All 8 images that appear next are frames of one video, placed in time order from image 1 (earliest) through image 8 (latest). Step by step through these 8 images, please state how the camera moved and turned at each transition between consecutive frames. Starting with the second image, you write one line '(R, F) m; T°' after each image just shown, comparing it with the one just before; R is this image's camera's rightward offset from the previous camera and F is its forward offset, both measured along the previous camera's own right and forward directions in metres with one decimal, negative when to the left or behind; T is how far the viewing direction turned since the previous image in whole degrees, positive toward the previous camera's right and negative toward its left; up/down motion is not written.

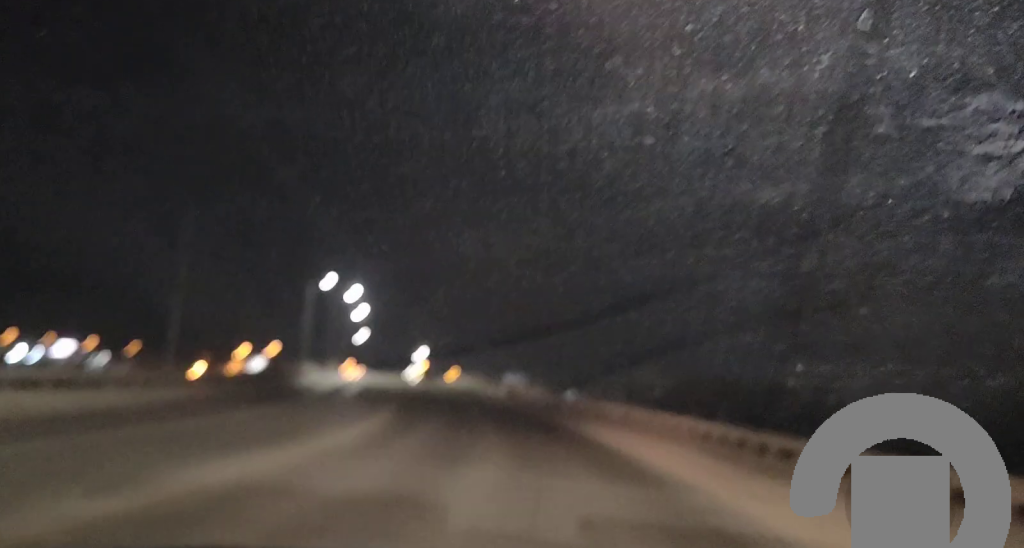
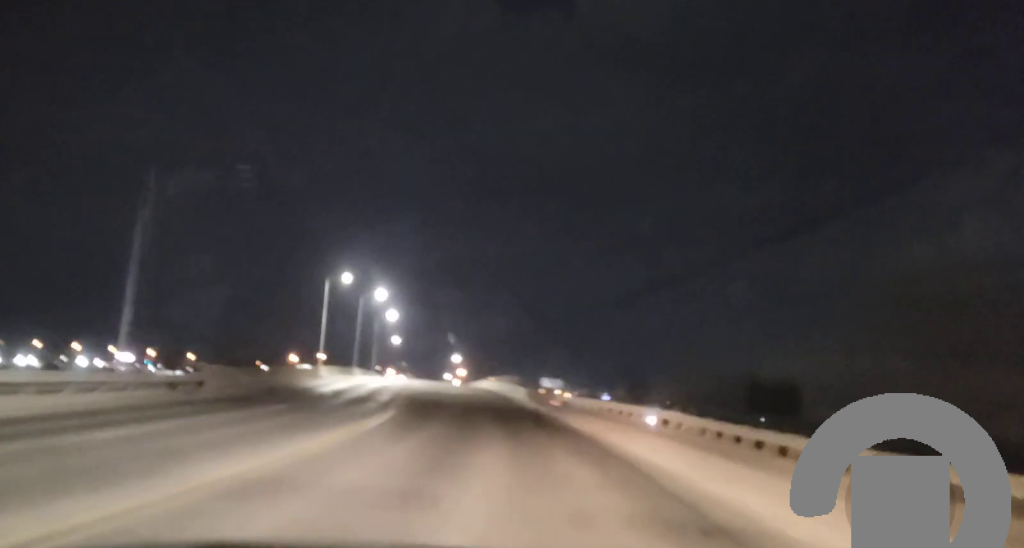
(-0.3, +10.0) m; -3°
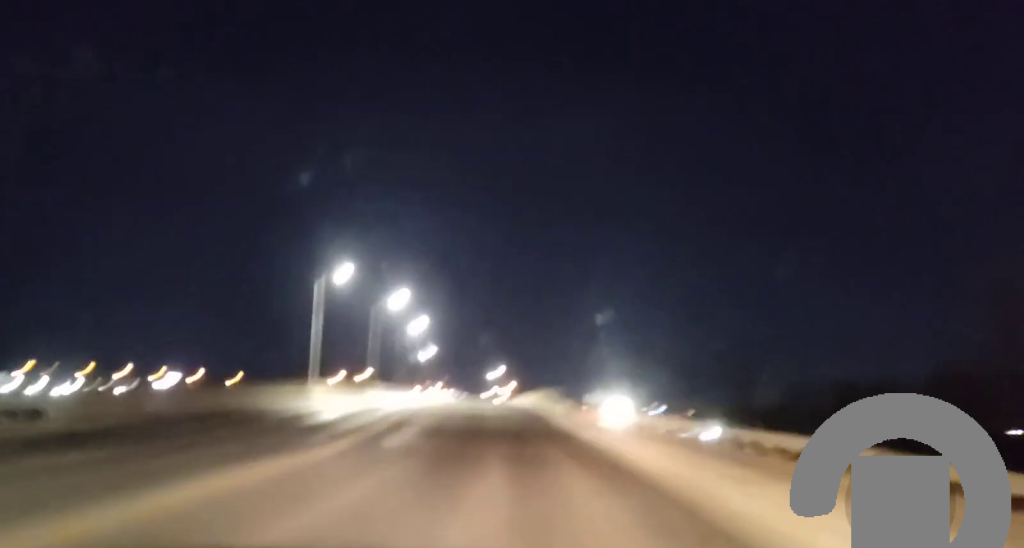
(-0.5, +13.9) m; -4°
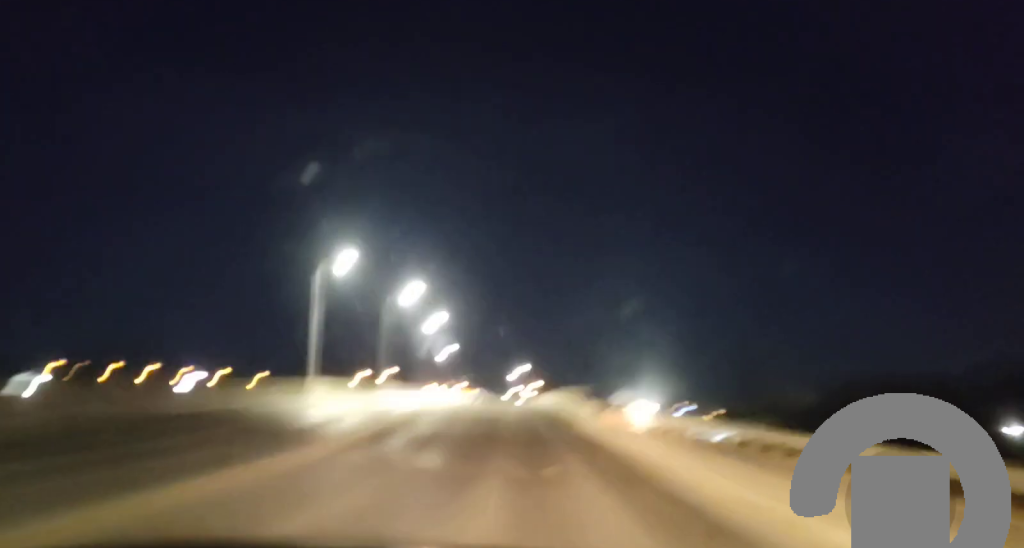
(0.0, +6.2) m; -2°
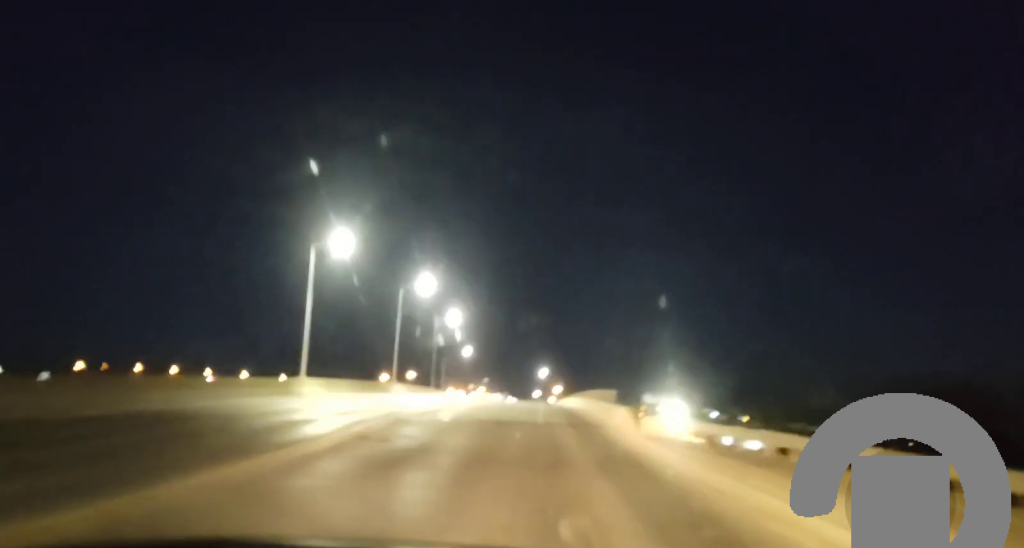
(-0.2, +6.3) m; -2°
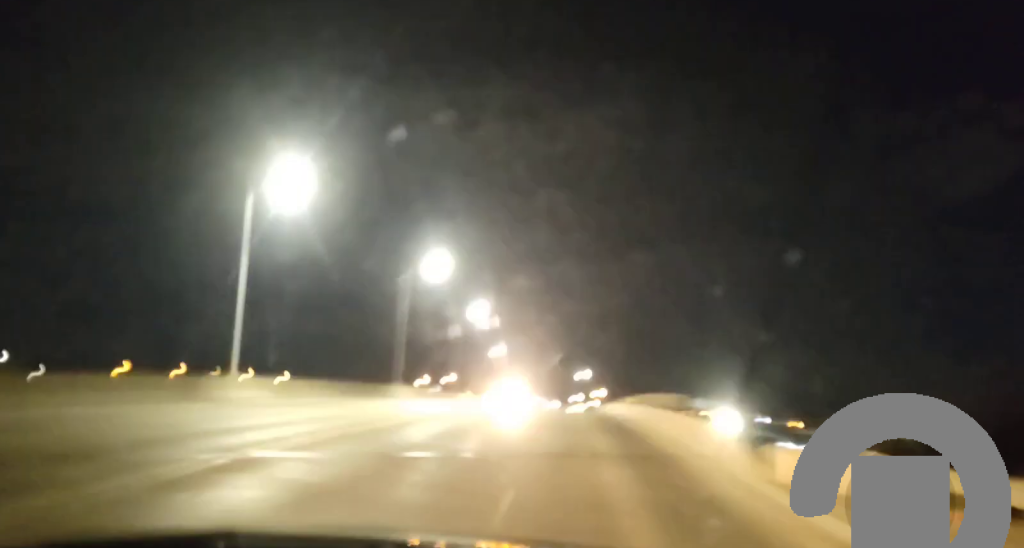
(-0.5, +15.0) m; -2°
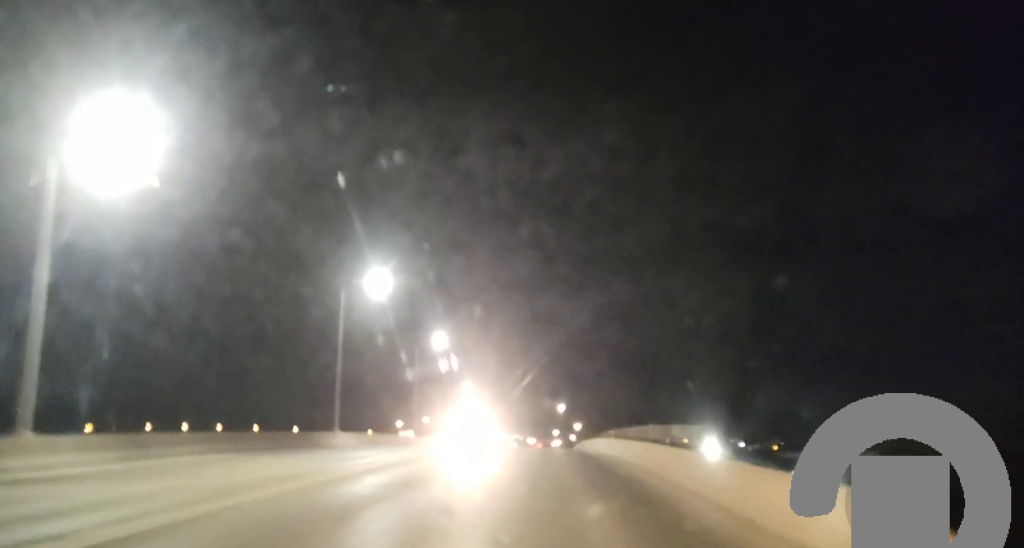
(0.0, +11.0) m; 0°
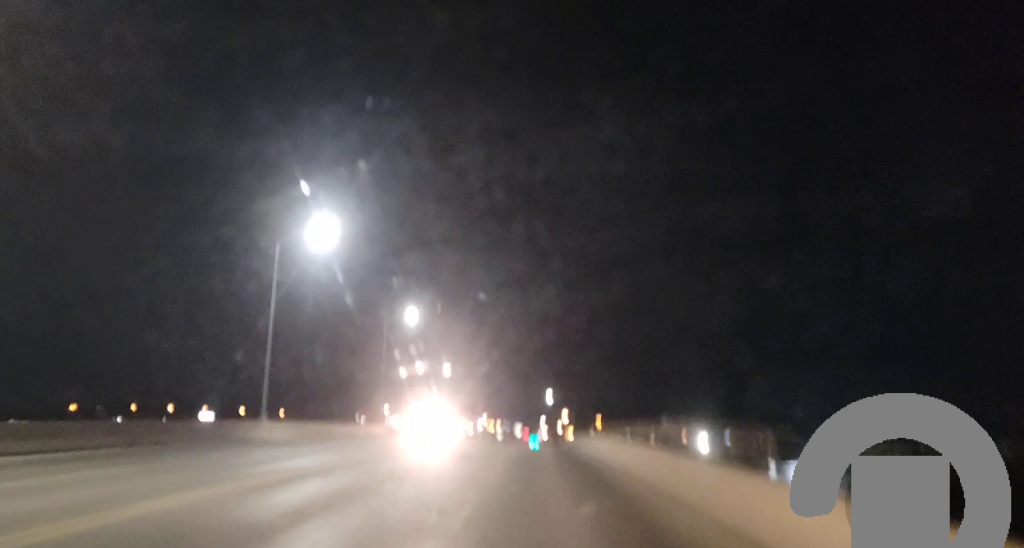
(0.0, +12.6) m; -3°
